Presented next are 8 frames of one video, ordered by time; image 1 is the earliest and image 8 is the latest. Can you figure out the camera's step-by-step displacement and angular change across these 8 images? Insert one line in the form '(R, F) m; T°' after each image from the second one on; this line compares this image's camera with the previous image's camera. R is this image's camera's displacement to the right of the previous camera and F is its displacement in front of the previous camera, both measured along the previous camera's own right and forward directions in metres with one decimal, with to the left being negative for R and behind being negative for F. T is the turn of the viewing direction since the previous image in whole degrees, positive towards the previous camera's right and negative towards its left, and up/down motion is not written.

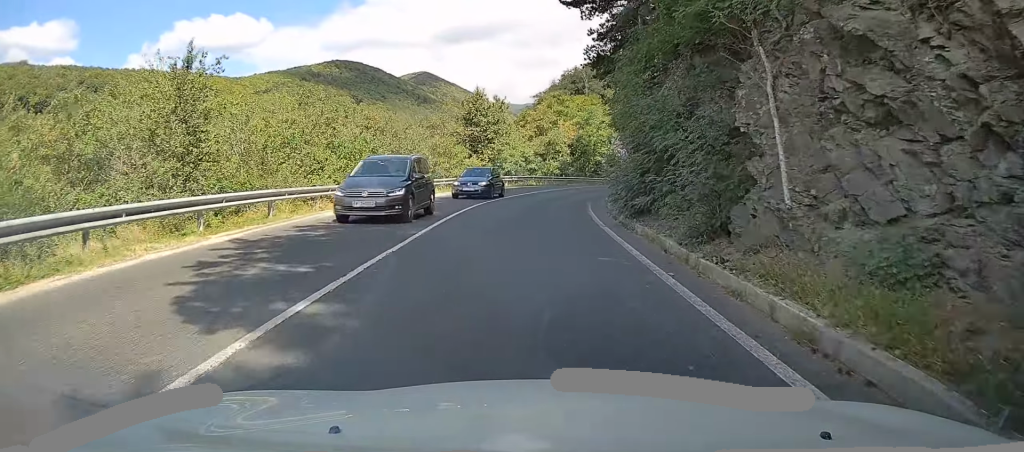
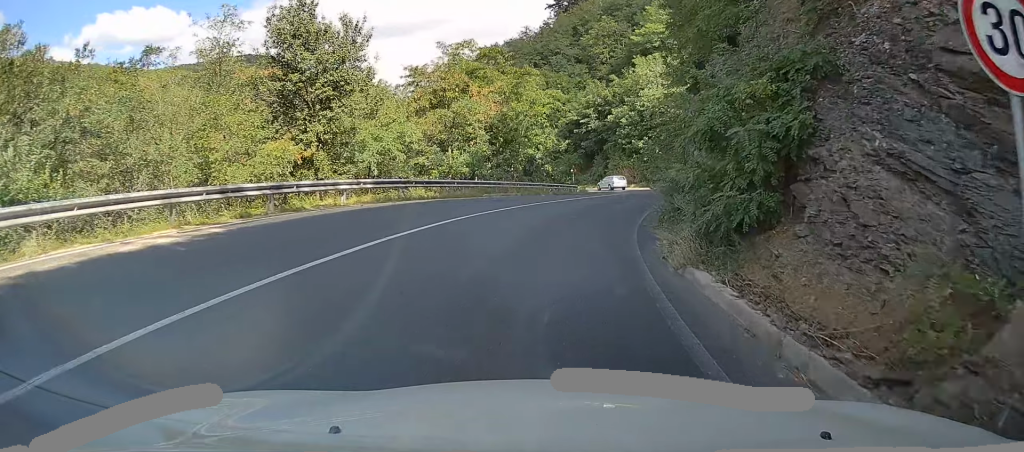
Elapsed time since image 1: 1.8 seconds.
(+1.3, +26.9) m; +8°
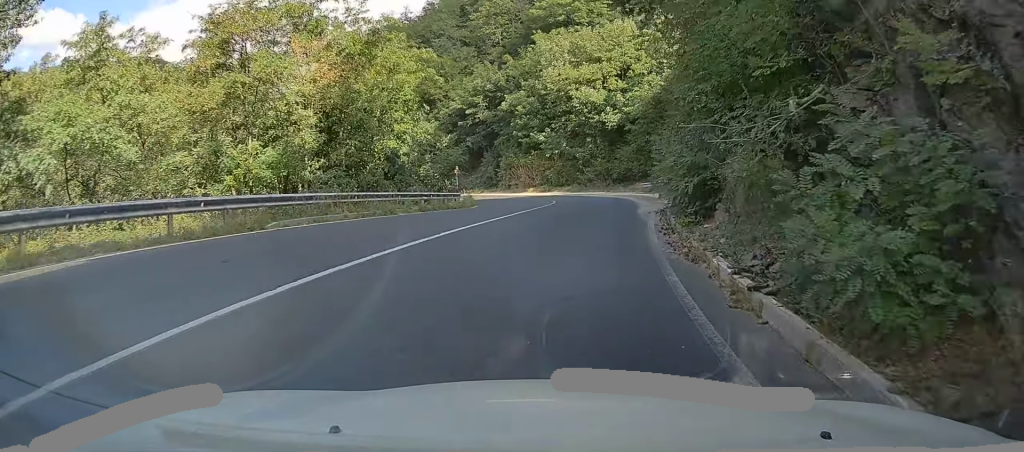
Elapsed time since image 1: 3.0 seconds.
(+1.1, +15.3) m; +8°
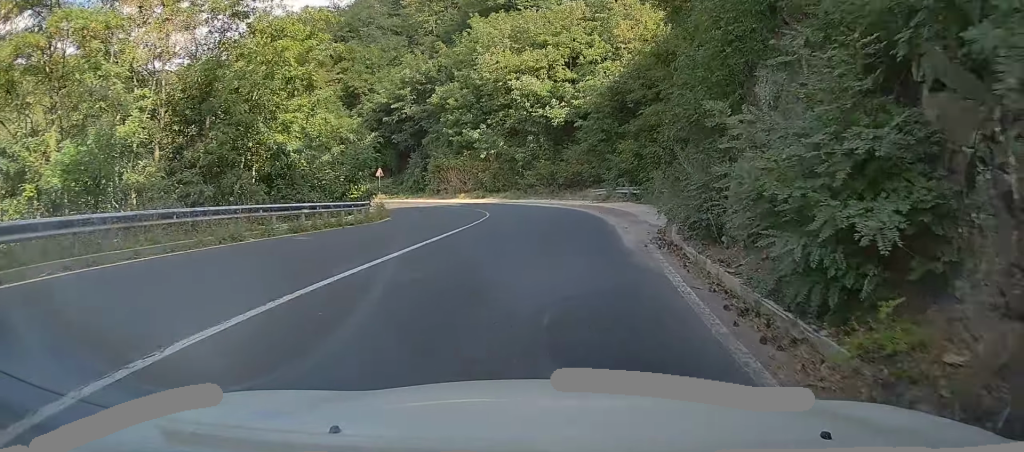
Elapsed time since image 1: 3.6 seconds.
(+0.4, +8.4) m; +3°
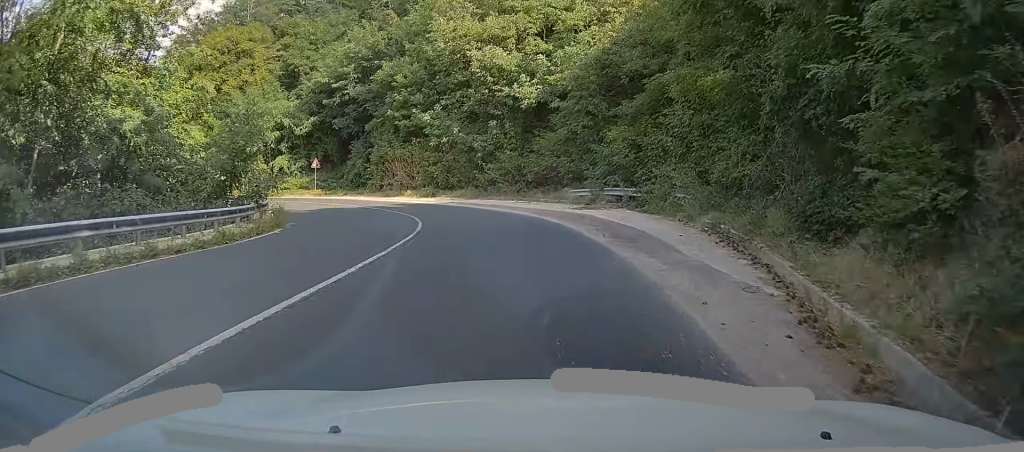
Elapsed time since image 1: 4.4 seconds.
(+0.3, +9.8) m; 0°
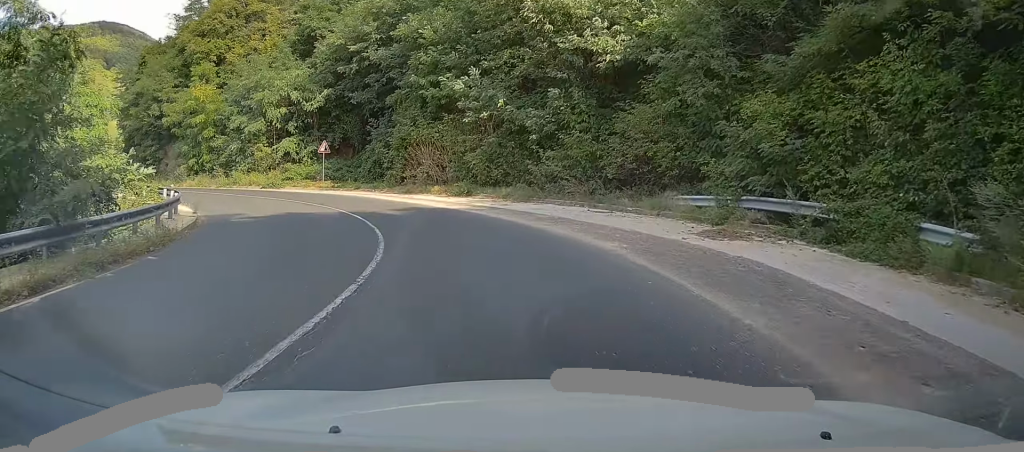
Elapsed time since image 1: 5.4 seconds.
(-0.3, +12.1) m; -5°
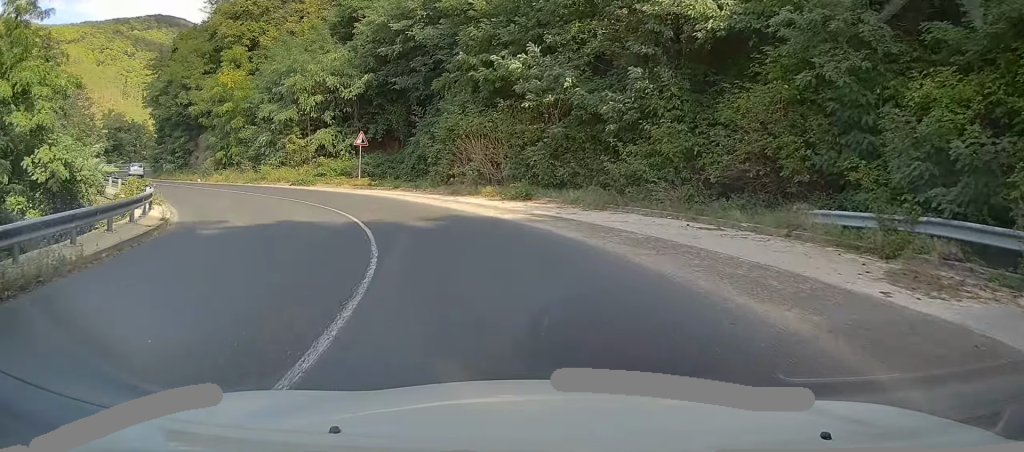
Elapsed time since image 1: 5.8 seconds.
(-0.2, +5.6) m; -6°
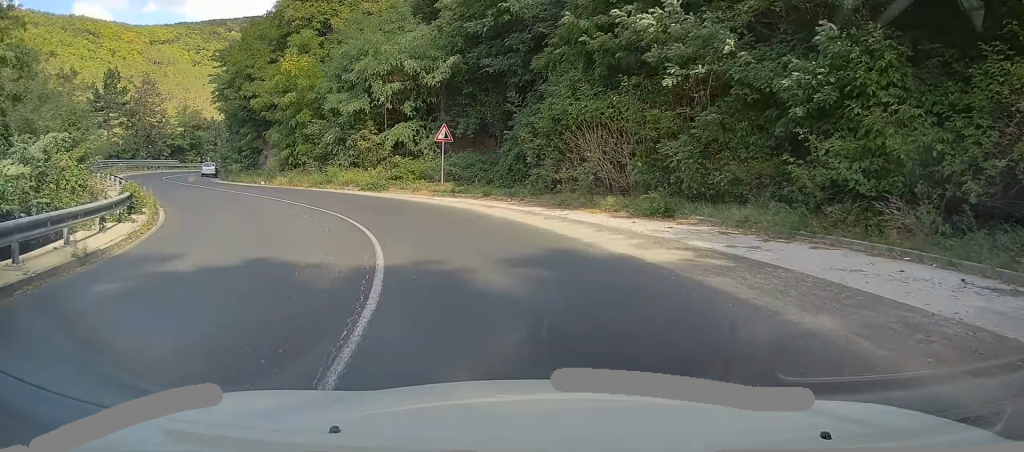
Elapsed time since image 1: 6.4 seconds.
(-0.1, +7.1) m; -8°
